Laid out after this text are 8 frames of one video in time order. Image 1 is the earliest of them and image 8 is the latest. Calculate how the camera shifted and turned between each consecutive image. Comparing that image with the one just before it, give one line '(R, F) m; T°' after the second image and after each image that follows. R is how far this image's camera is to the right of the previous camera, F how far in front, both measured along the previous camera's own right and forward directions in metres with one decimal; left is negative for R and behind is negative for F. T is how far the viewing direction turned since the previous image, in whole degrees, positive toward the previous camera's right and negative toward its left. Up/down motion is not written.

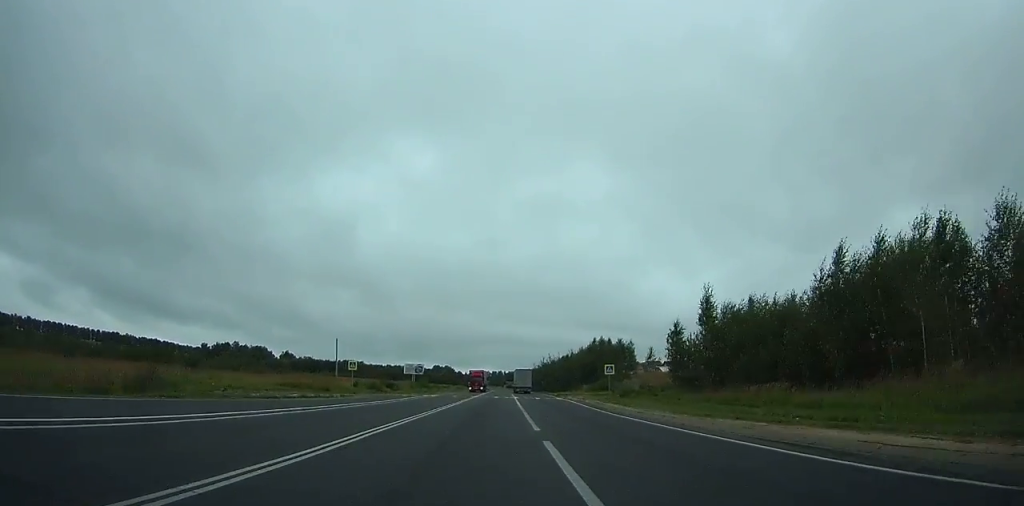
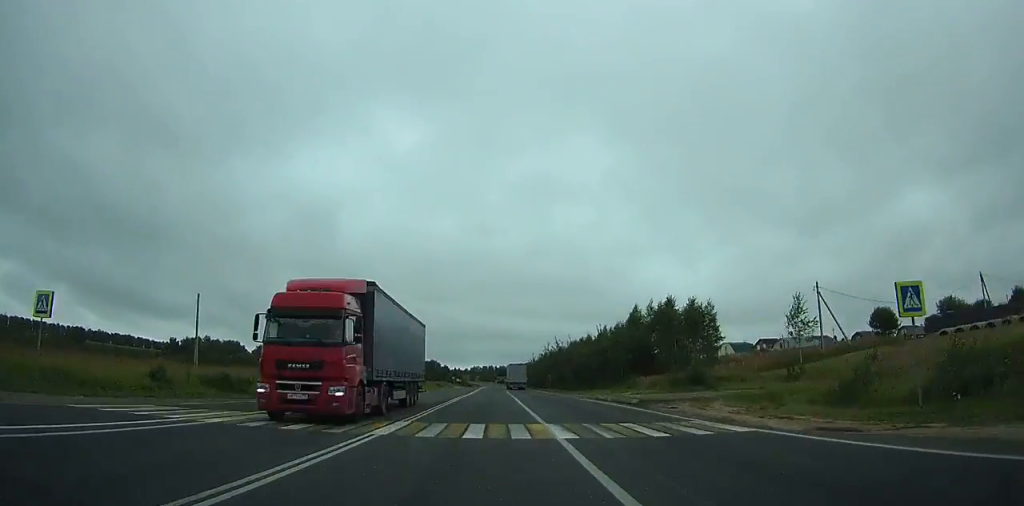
(+0.7, +42.5) m; +1°
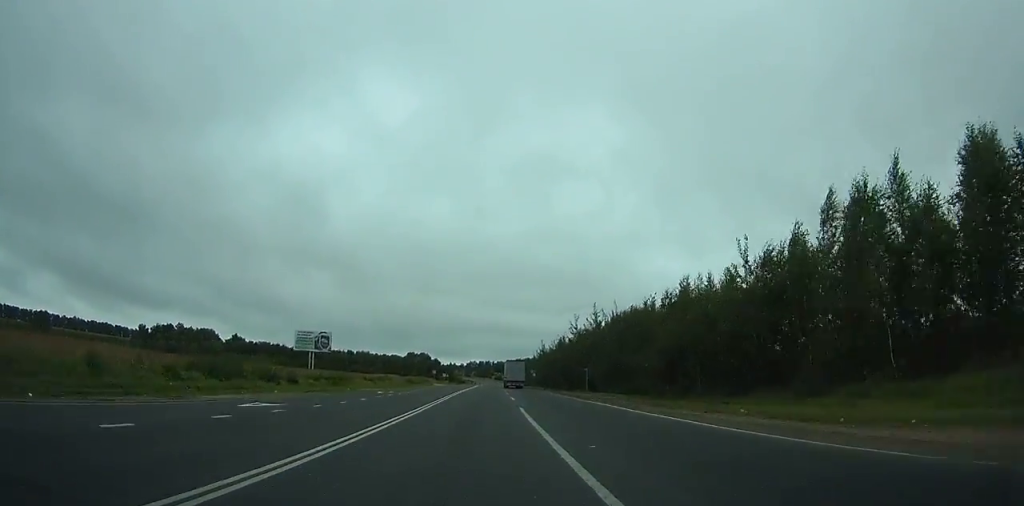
(+0.4, +46.8) m; +1°
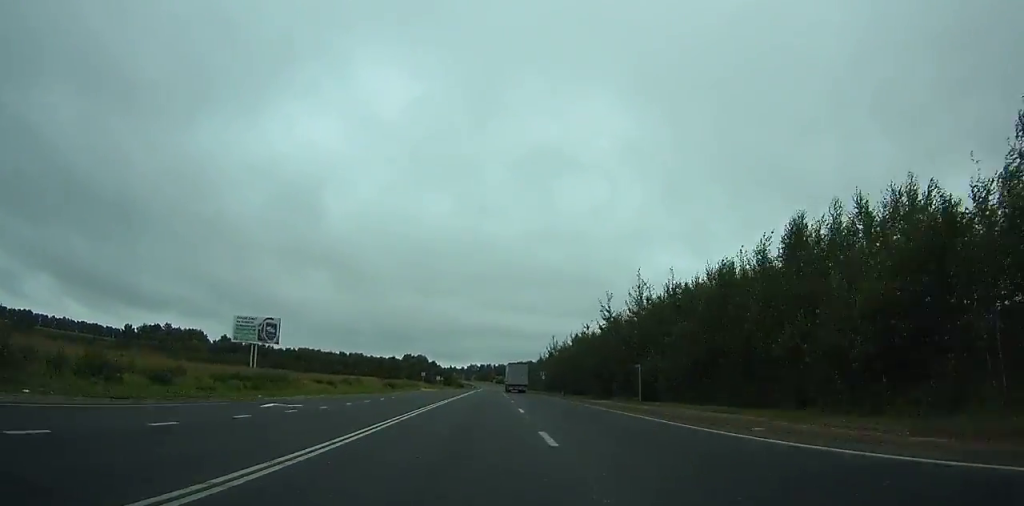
(0.0, +22.4) m; 0°
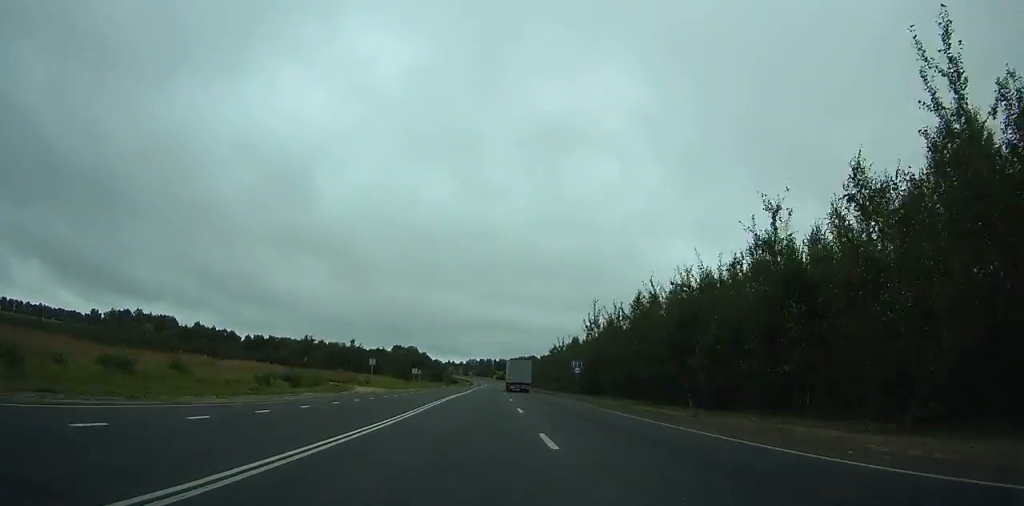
(+0.2, +46.0) m; 0°
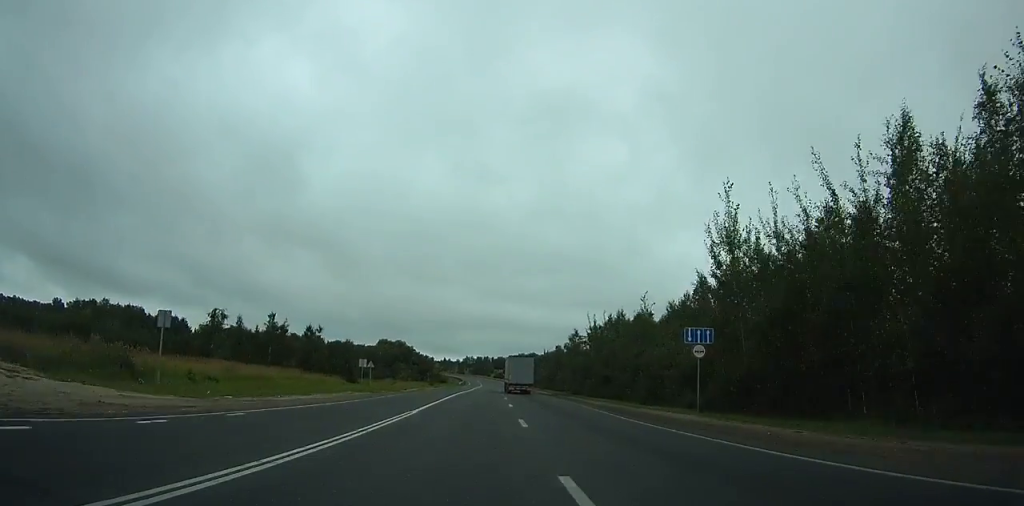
(+0.1, +41.1) m; 0°
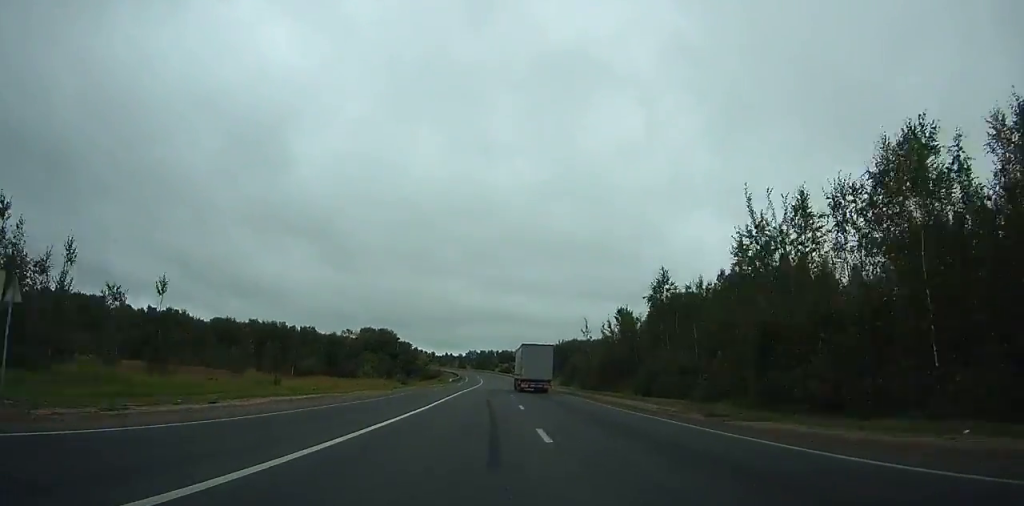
(0.0, +52.3) m; 0°
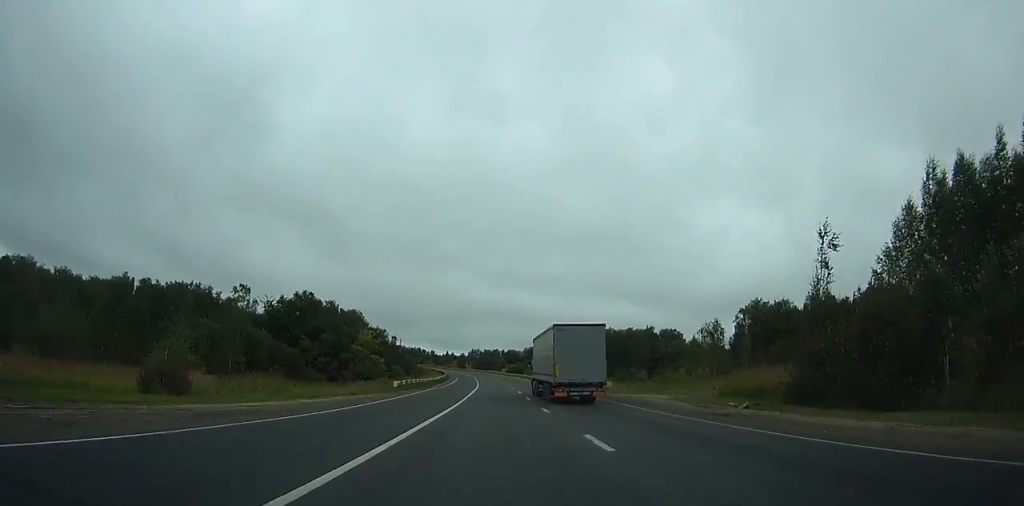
(-0.7, +71.5) m; -1°
